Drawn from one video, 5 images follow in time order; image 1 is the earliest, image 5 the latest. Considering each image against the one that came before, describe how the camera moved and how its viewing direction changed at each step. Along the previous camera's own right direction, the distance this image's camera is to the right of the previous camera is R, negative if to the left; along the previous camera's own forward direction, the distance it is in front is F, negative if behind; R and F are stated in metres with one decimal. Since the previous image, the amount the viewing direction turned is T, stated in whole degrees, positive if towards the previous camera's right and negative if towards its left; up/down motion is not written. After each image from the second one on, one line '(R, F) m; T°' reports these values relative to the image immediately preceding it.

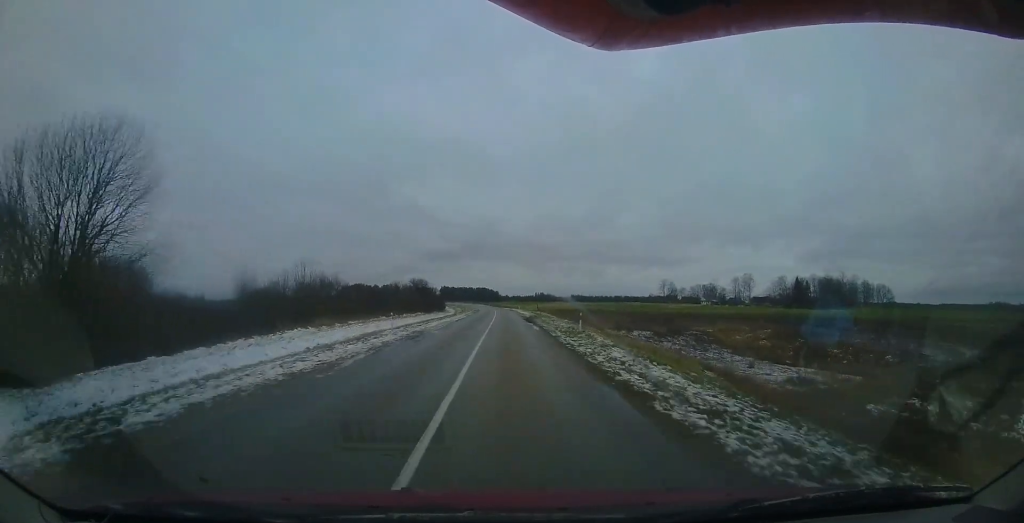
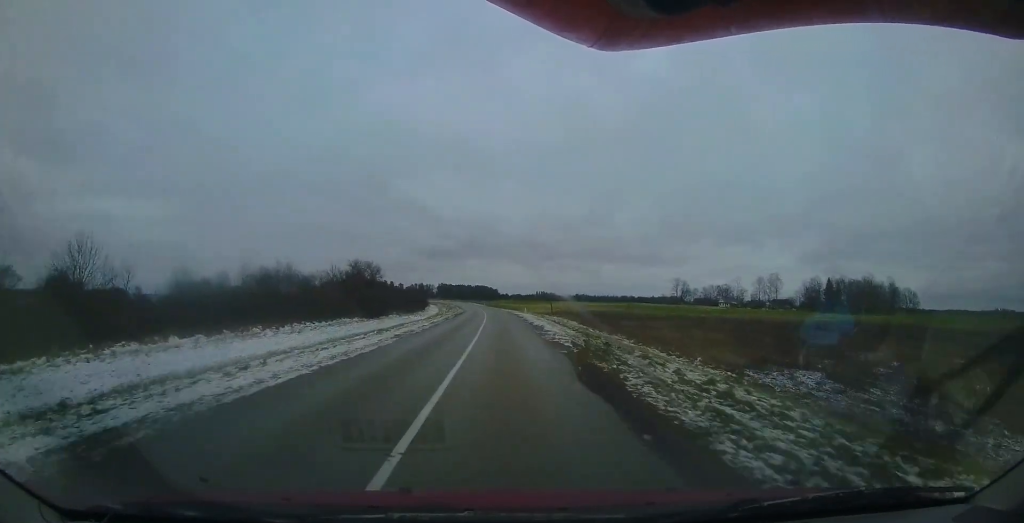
(0.0, +23.1) m; +1°
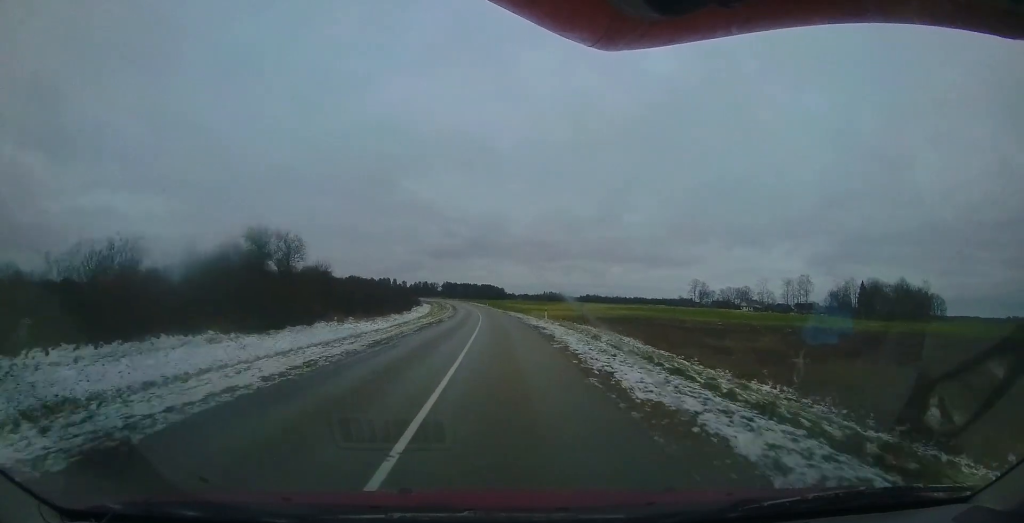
(+0.3, +16.5) m; -1°
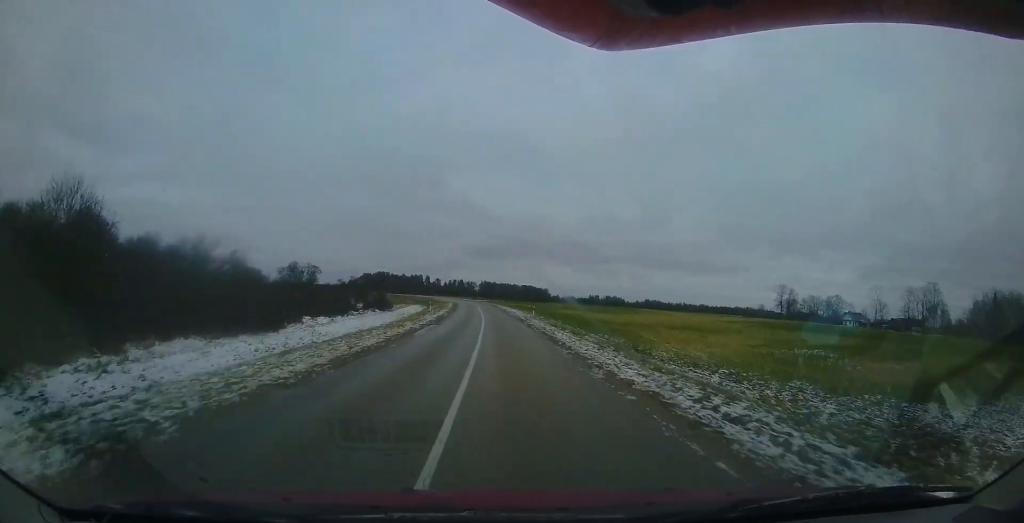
(-1.8, +43.7) m; -4°
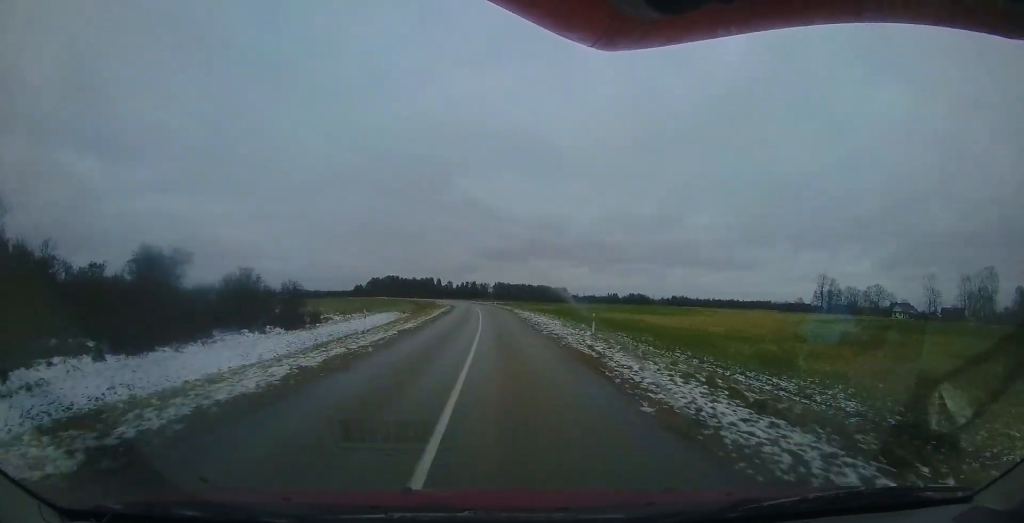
(-0.2, +18.1) m; -3°
